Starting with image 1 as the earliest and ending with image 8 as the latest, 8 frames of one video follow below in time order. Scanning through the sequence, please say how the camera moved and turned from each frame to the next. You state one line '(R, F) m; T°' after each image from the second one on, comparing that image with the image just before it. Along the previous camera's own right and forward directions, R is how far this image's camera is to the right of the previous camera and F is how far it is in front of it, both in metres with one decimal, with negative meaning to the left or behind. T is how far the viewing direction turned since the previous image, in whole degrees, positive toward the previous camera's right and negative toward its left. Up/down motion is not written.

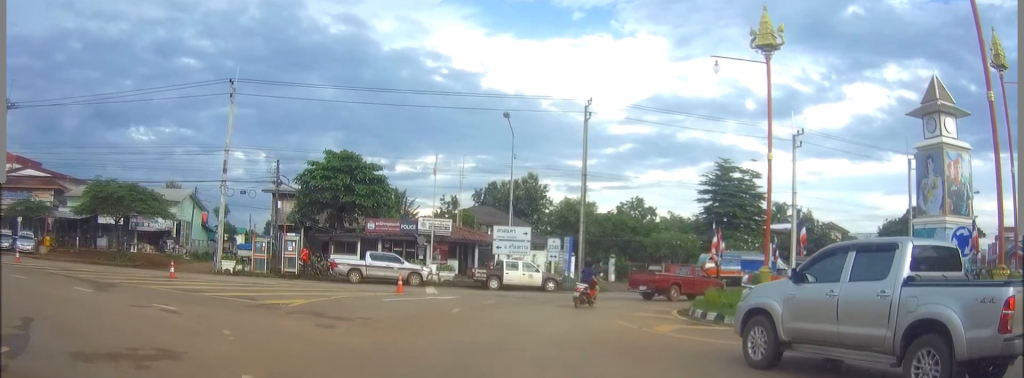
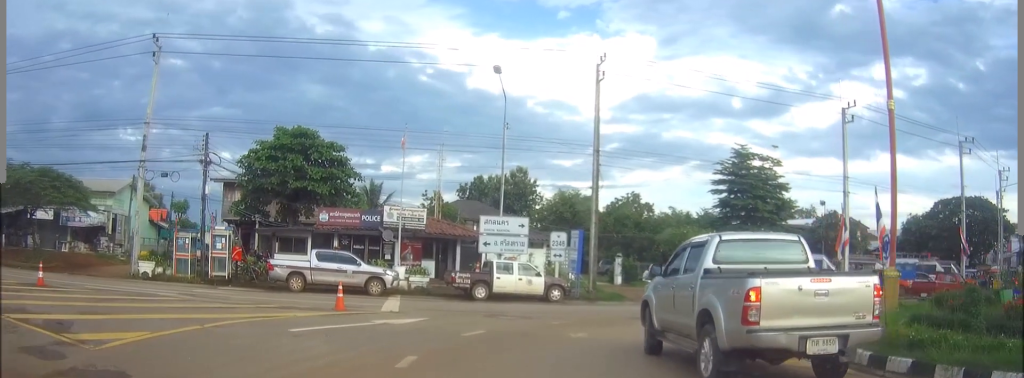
(+0.3, +8.8) m; +8°
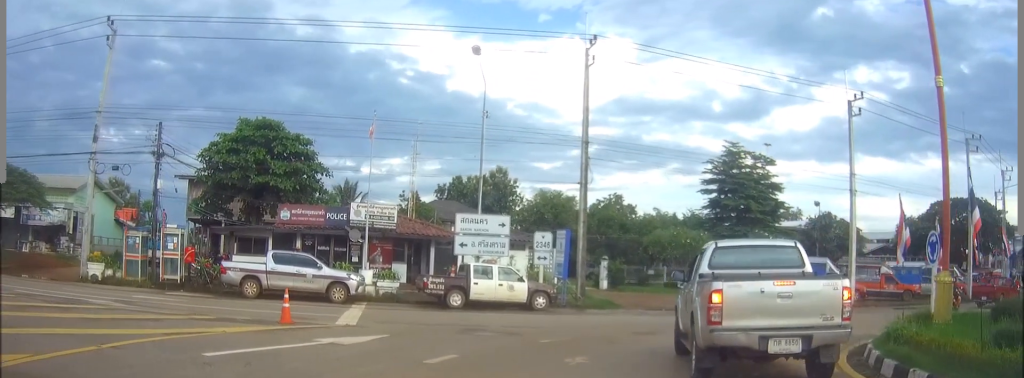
(+0.3, +2.9) m; +5°
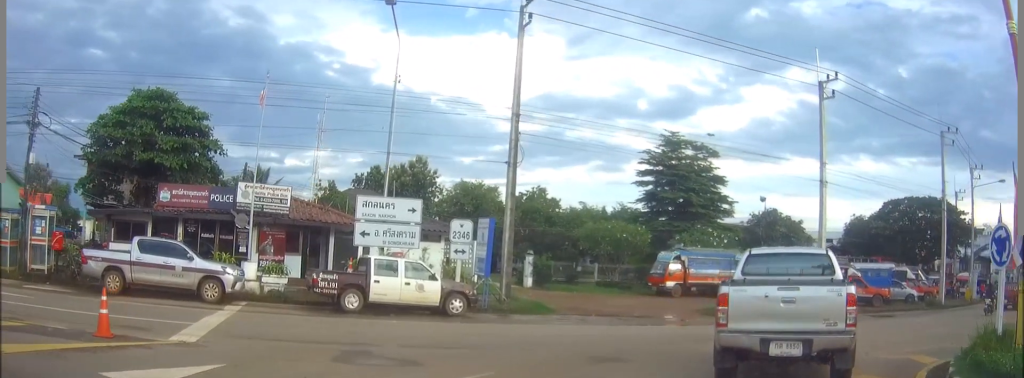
(0.0, +4.3) m; +5°
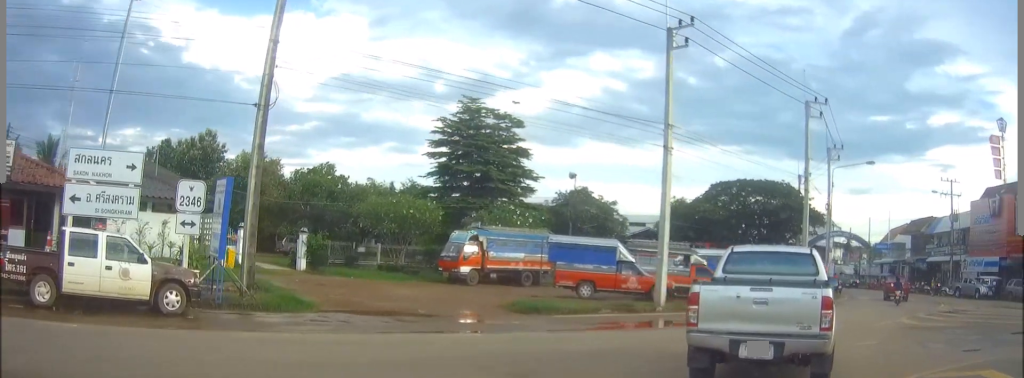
(+0.7, +5.4) m; +15°
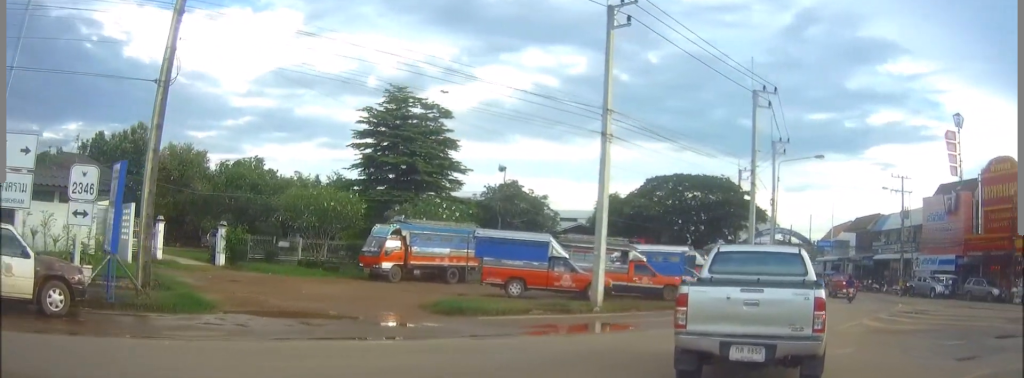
(+0.1, +1.9) m; +5°
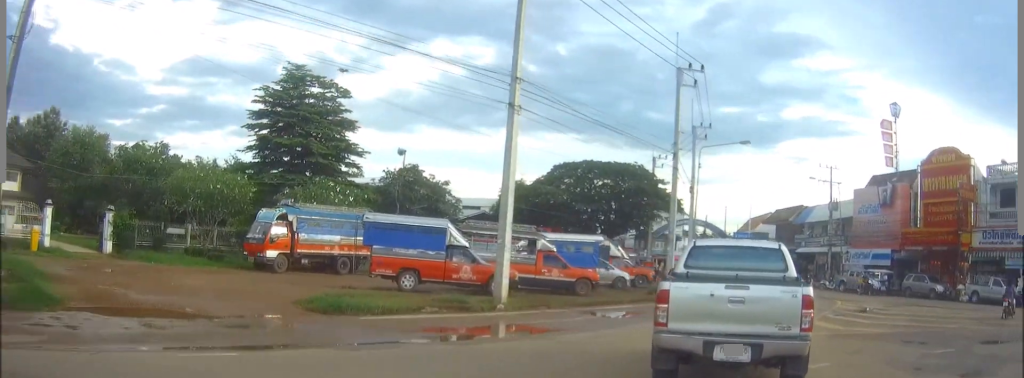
(+0.1, +2.7) m; +5°
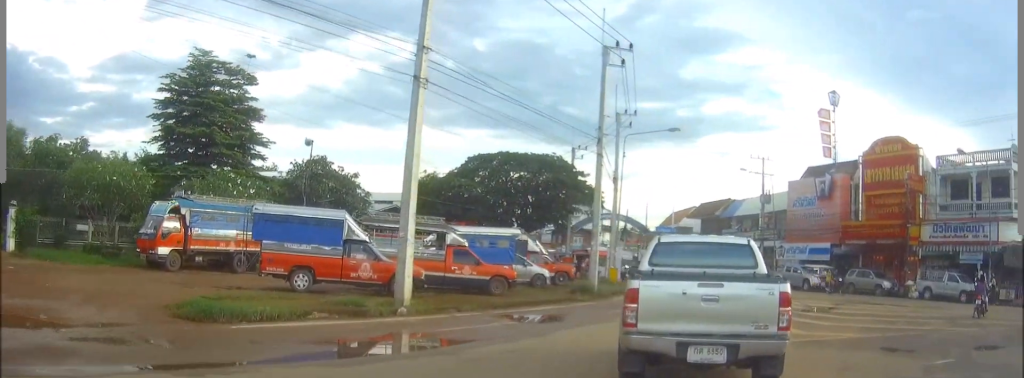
(+0.1, +2.5) m; +5°
